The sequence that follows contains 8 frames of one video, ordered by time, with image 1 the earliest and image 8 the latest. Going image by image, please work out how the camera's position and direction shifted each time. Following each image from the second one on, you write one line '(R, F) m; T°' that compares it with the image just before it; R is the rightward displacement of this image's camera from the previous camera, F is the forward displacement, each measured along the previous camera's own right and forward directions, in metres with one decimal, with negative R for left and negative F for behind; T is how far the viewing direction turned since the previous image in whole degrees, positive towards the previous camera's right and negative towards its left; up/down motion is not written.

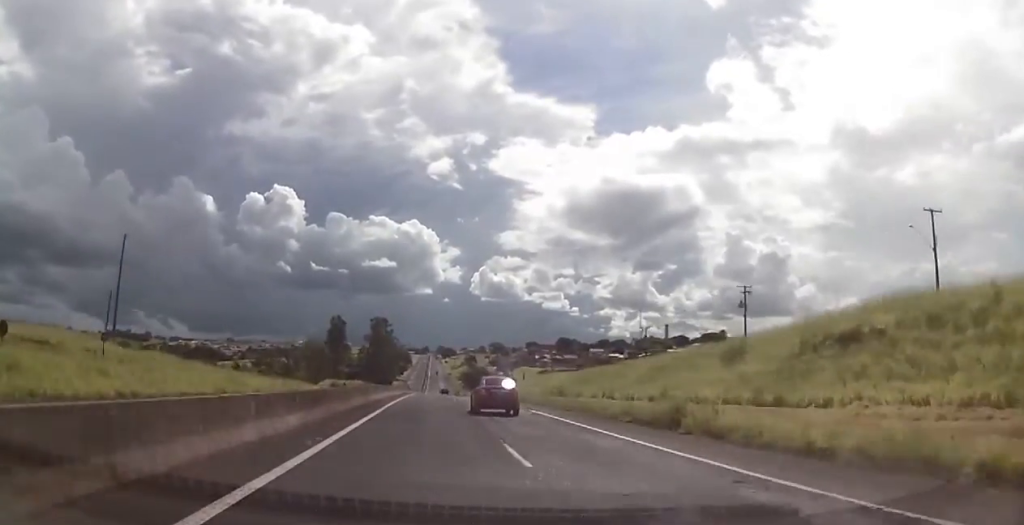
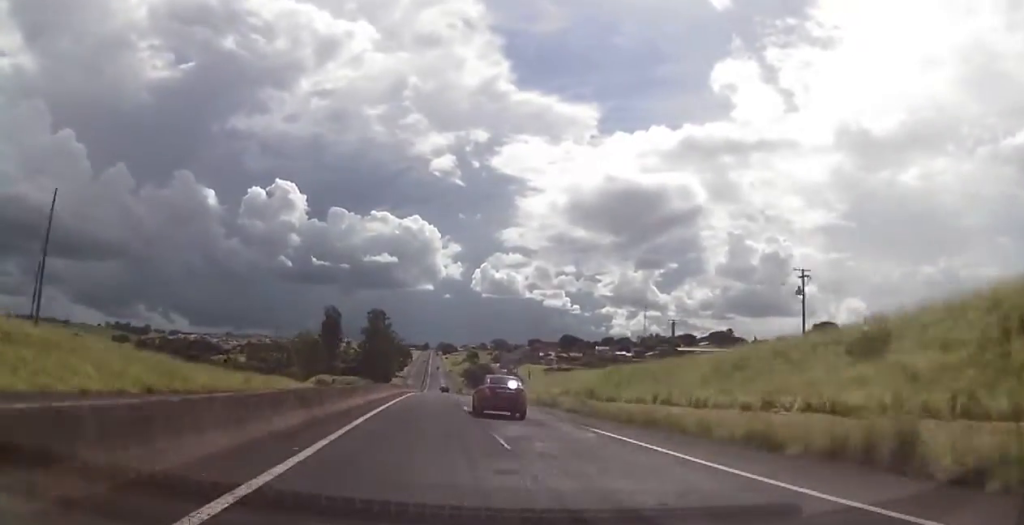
(0.0, +13.1) m; 0°
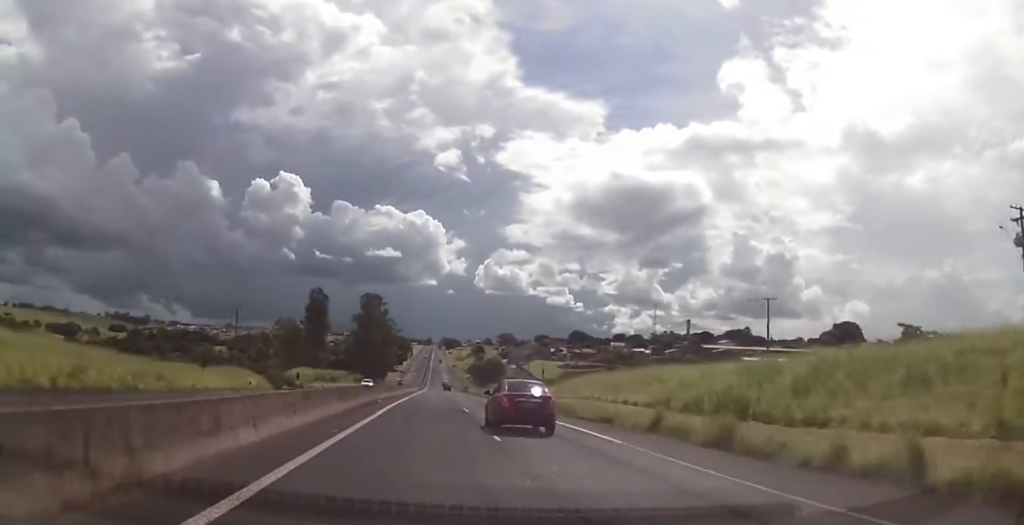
(+0.2, +29.2) m; 0°
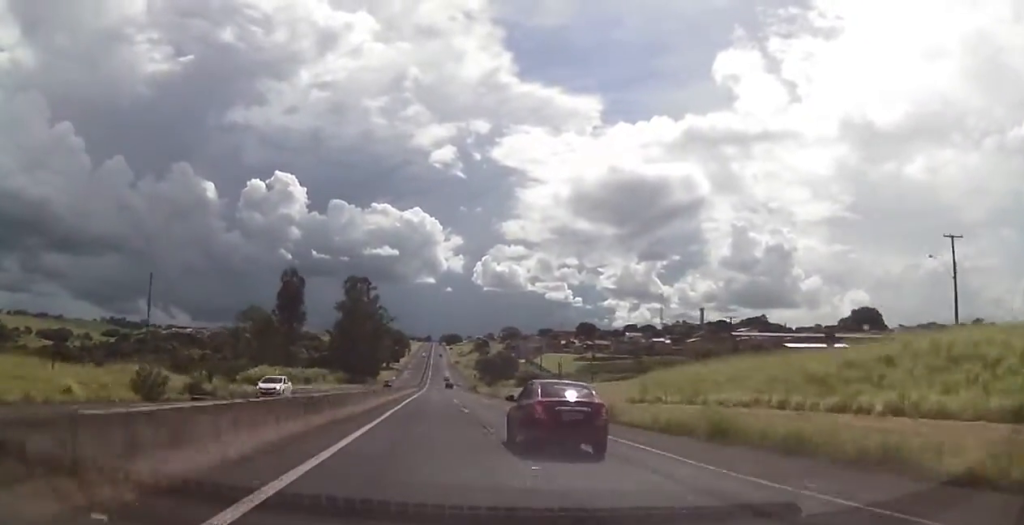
(-0.3, +30.4) m; -1°
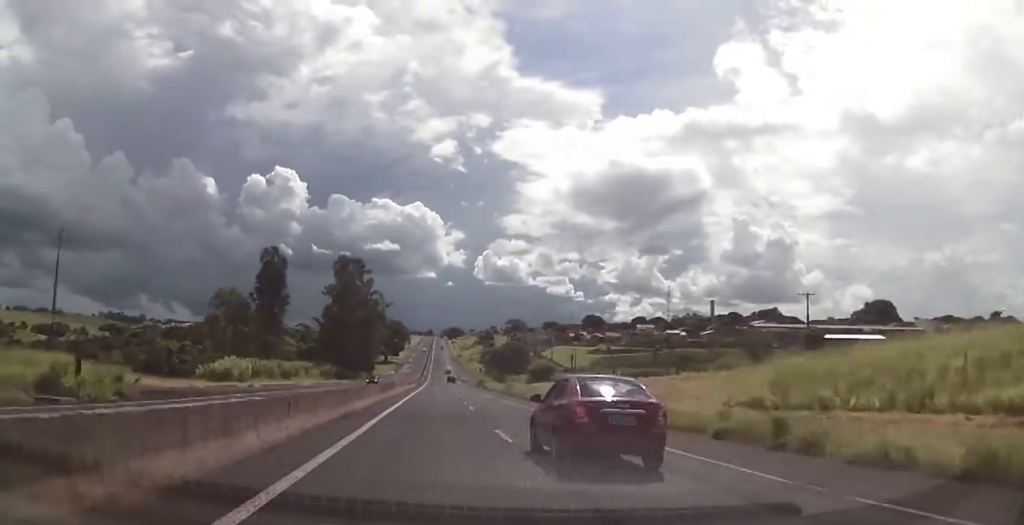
(-0.1, +18.3) m; 0°
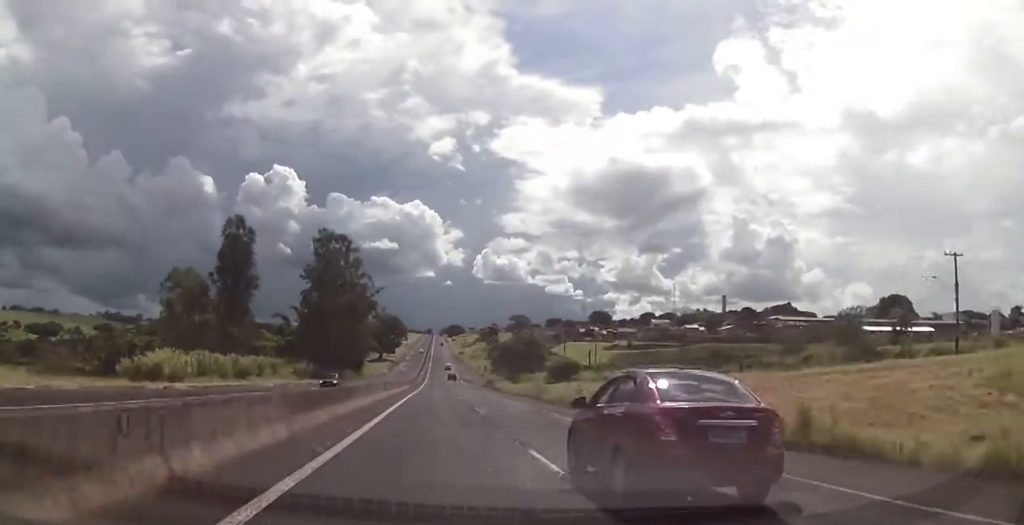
(+0.1, +22.4) m; 0°
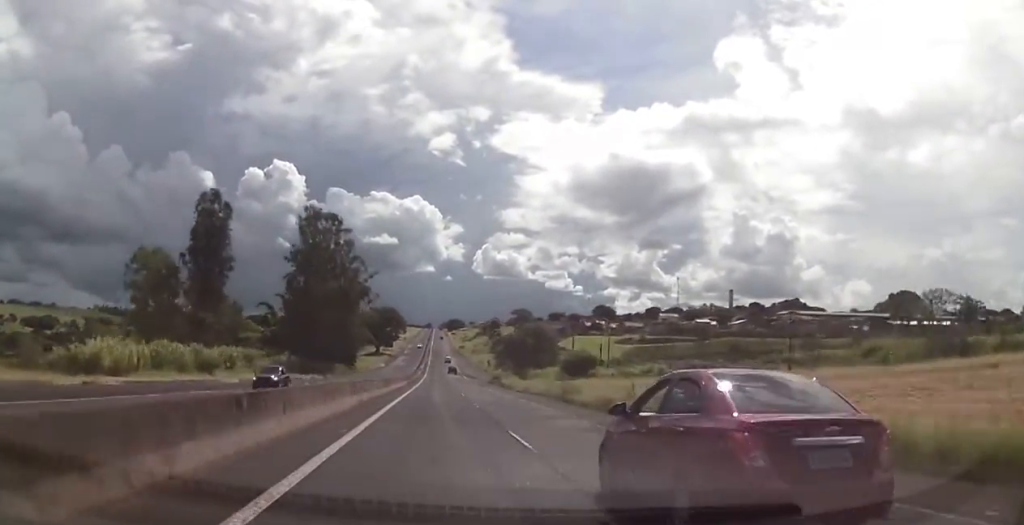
(0.0, +12.1) m; 0°
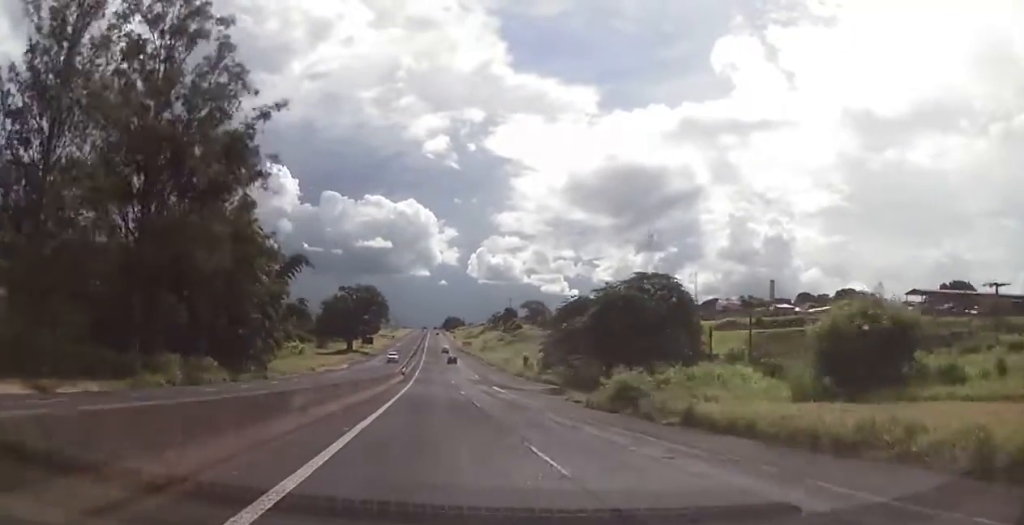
(0.0, +67.5) m; 0°
